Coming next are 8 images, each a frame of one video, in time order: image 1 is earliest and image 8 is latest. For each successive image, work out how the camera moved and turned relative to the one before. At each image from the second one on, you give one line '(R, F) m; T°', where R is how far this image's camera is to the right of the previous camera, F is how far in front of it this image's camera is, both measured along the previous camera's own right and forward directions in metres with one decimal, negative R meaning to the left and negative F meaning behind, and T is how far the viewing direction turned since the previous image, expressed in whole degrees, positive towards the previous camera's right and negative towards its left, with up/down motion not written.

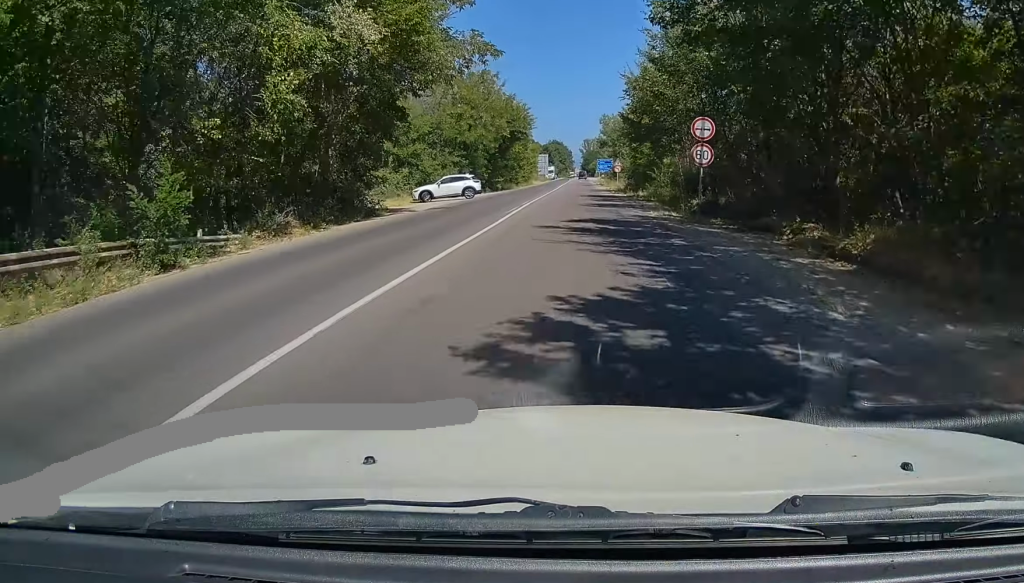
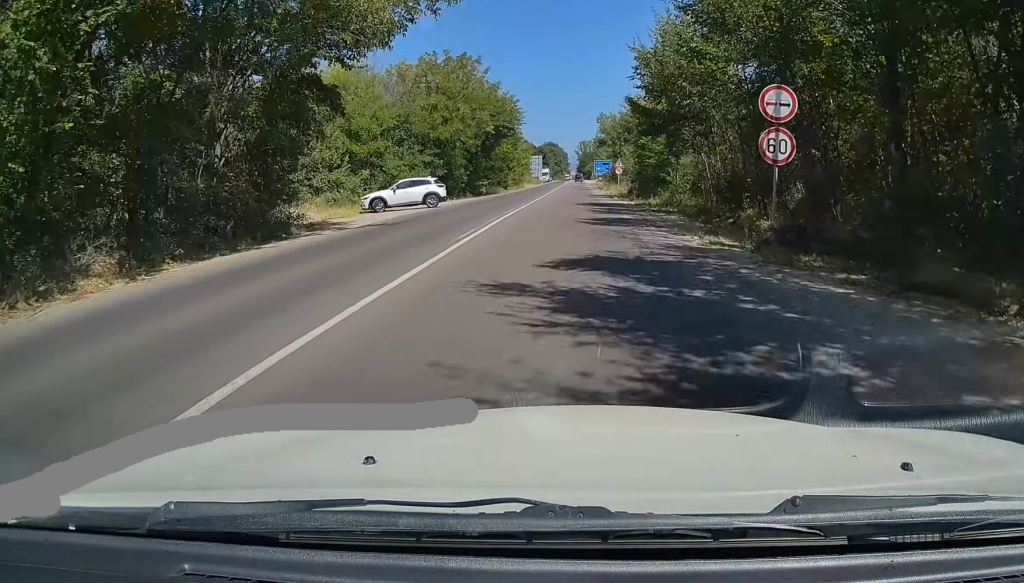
(-0.1, +8.6) m; 0°
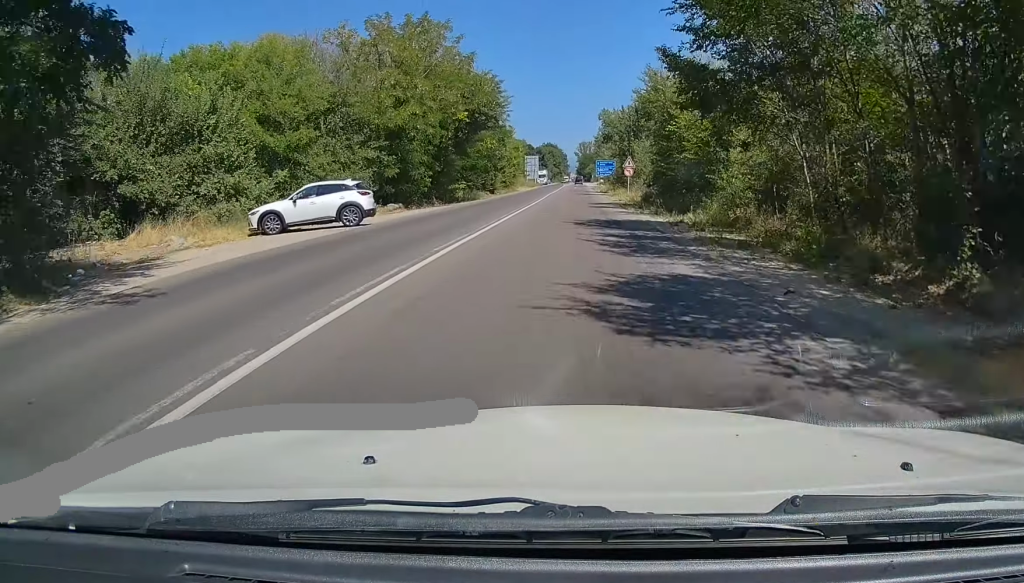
(0.0, +12.1) m; 0°
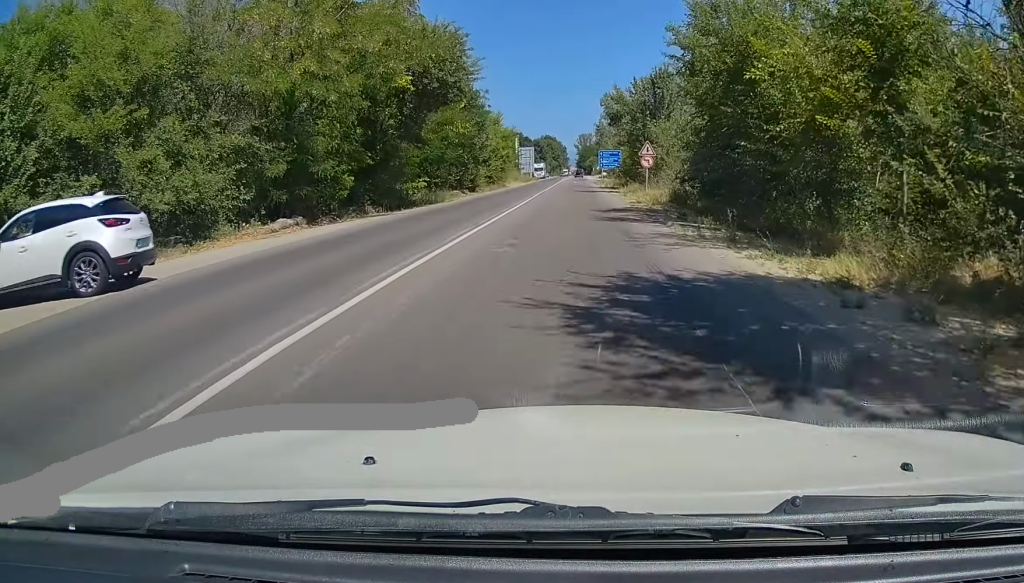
(+0.1, +13.2) m; 0°
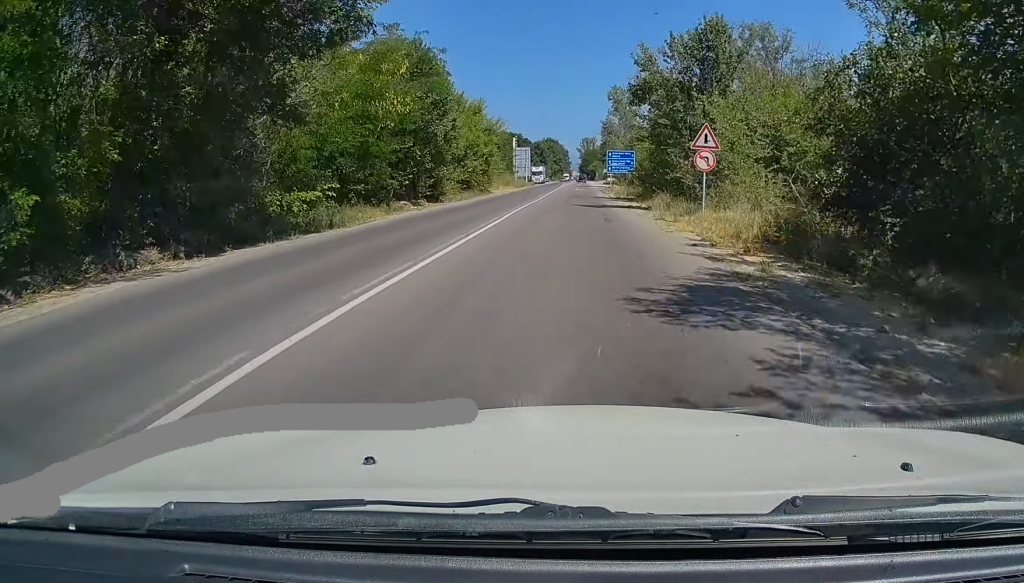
(0.0, +15.7) m; 0°
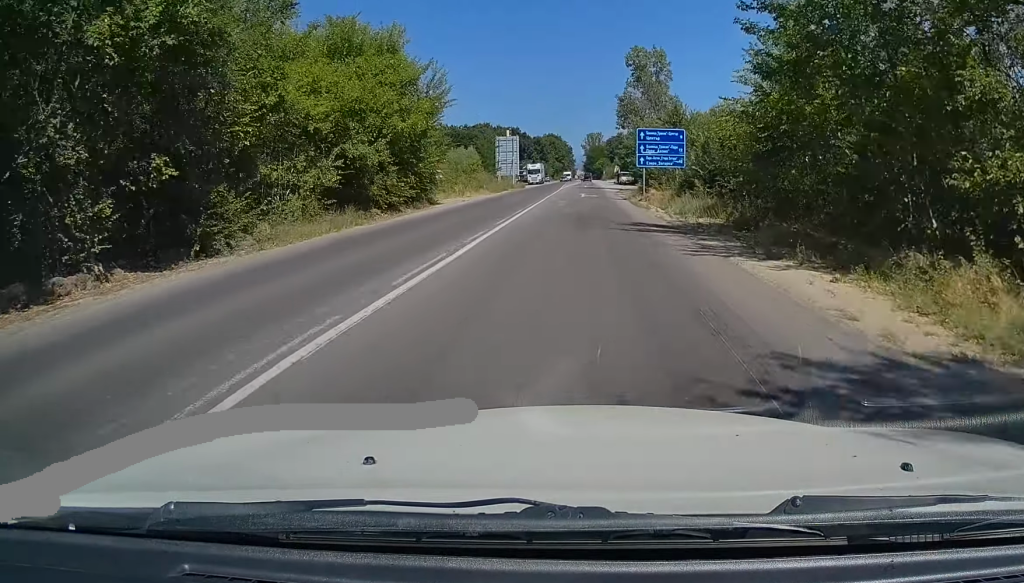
(-0.1, +27.9) m; 0°
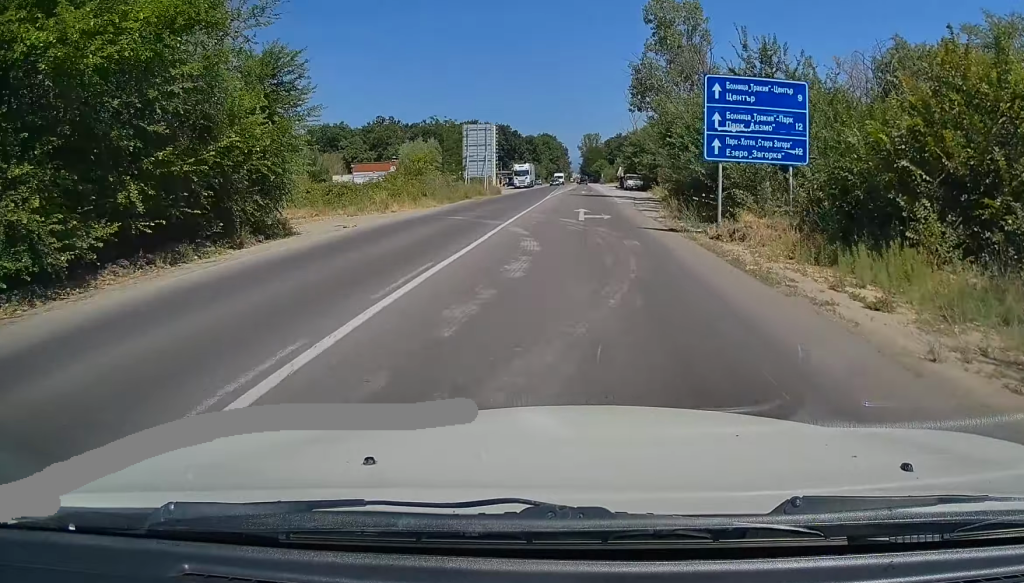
(0.0, +20.3) m; 0°
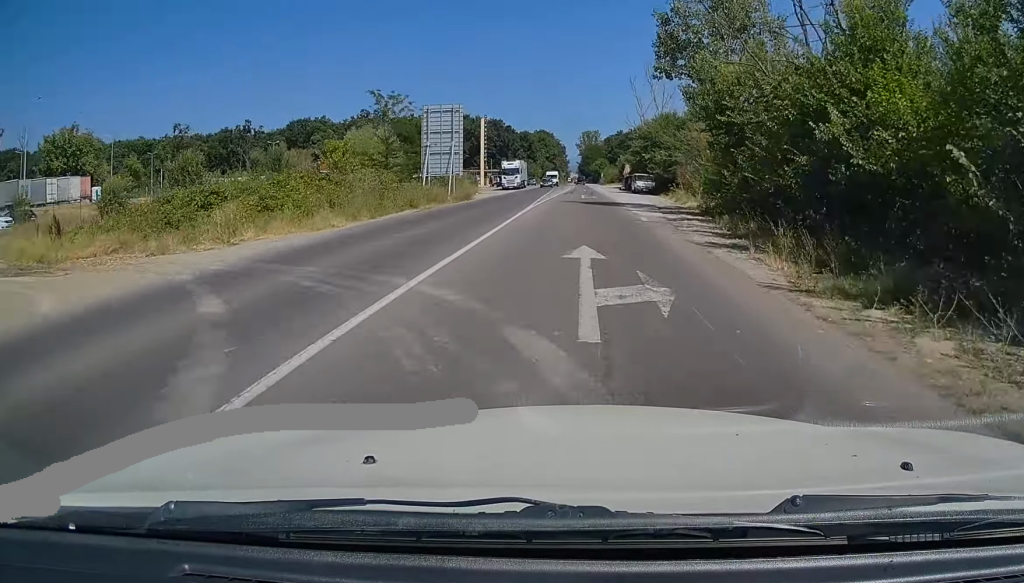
(+0.1, +14.9) m; 0°
